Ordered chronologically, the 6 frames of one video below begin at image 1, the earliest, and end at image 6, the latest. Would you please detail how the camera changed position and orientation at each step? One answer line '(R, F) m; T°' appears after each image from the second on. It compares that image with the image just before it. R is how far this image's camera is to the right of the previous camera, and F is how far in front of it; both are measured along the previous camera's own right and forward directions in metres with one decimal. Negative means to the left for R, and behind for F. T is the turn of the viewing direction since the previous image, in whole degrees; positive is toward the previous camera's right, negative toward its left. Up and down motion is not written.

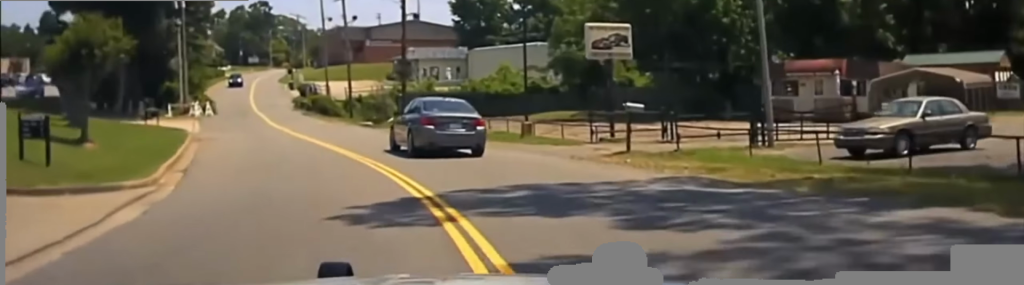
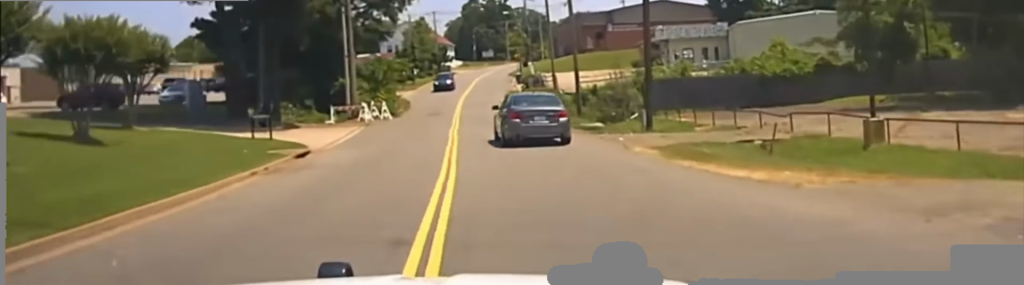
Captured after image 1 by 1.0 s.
(-3.4, +17.9) m; -19°
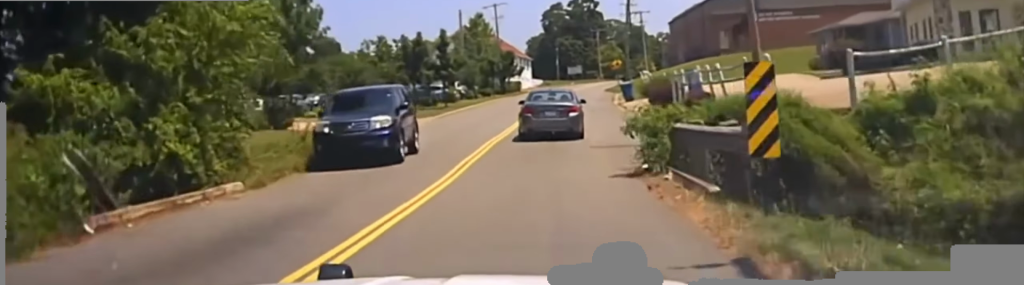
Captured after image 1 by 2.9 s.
(-7.1, +54.2) m; -9°
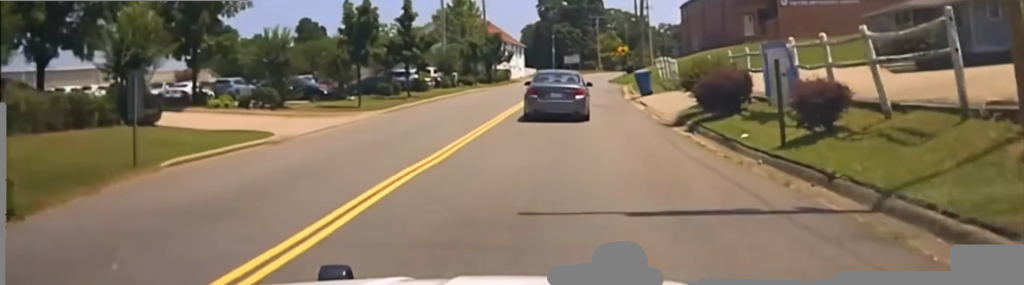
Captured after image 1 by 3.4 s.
(-0.4, +17.0) m; -1°
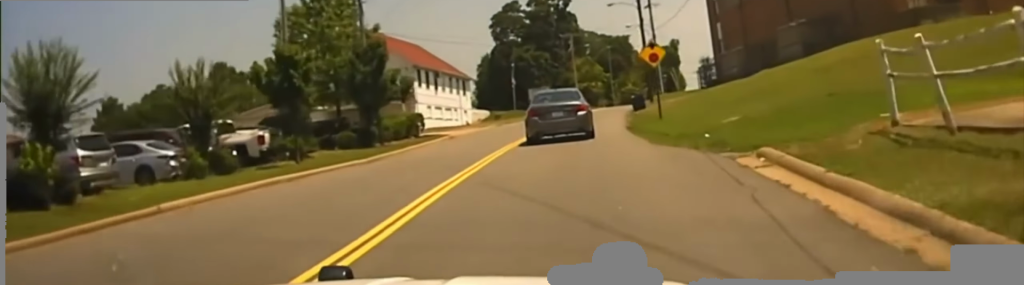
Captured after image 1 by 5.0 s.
(0.0, +48.9) m; +1°
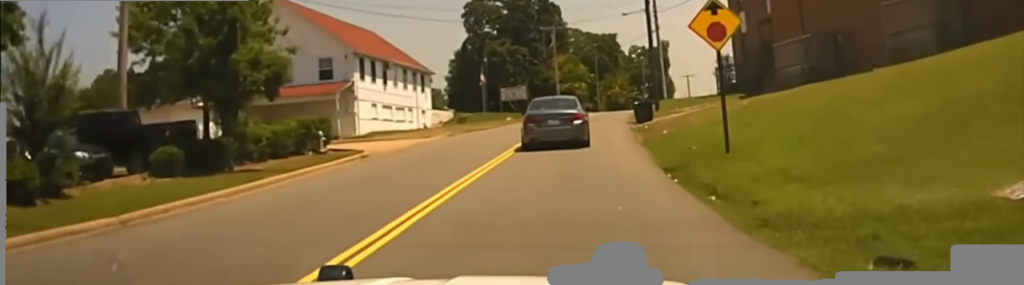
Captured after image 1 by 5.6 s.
(0.0, +15.7) m; +2°
